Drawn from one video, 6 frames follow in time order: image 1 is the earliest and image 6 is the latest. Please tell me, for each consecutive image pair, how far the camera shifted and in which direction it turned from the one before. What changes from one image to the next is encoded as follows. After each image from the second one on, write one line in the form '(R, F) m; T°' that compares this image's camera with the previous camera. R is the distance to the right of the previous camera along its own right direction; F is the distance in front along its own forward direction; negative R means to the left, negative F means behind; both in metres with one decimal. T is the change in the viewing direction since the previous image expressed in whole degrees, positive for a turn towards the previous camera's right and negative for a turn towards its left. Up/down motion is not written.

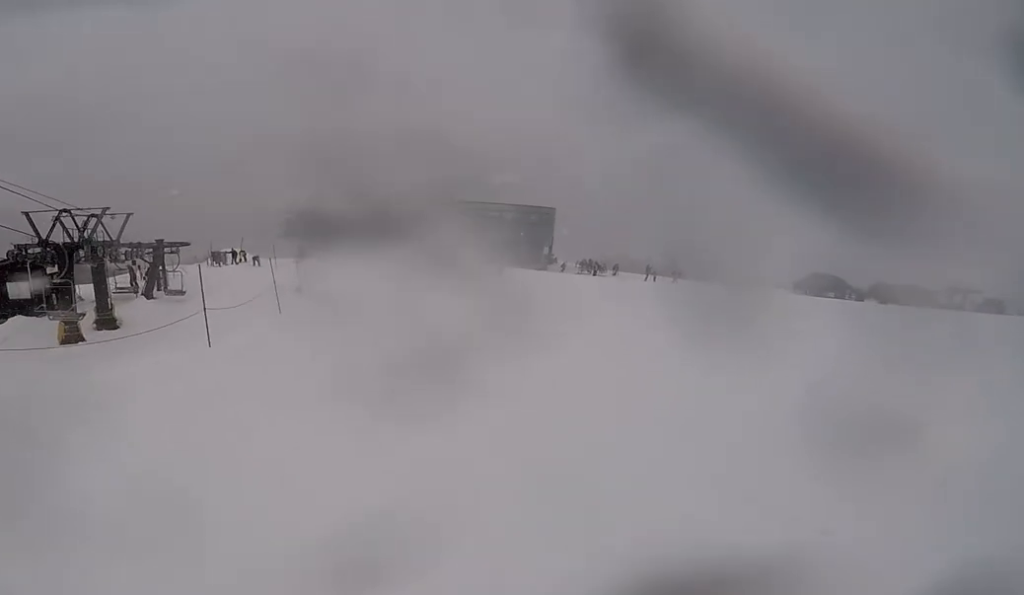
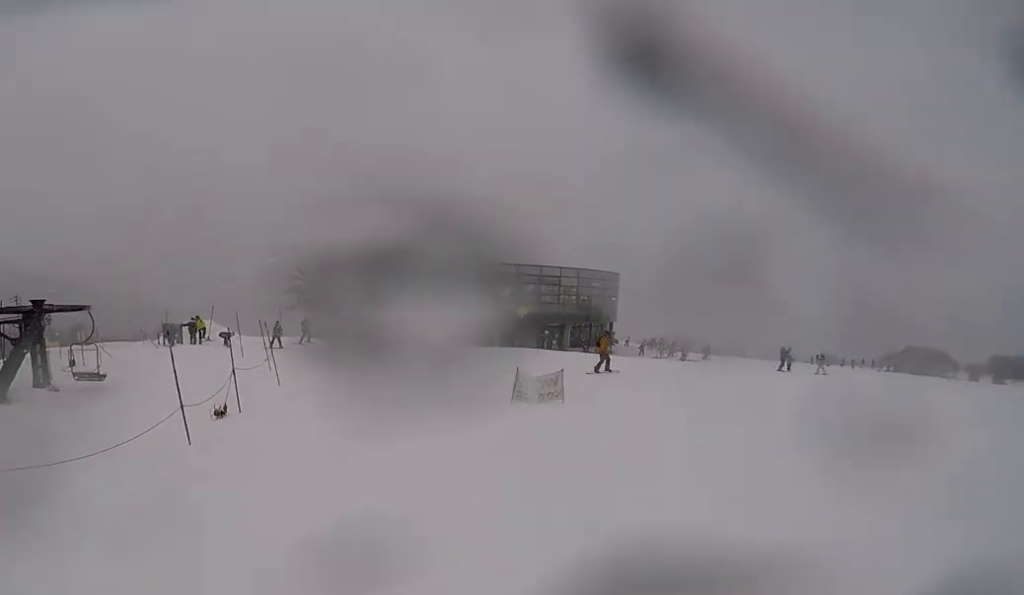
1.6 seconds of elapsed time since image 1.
(-0.9, +13.0) m; -3°
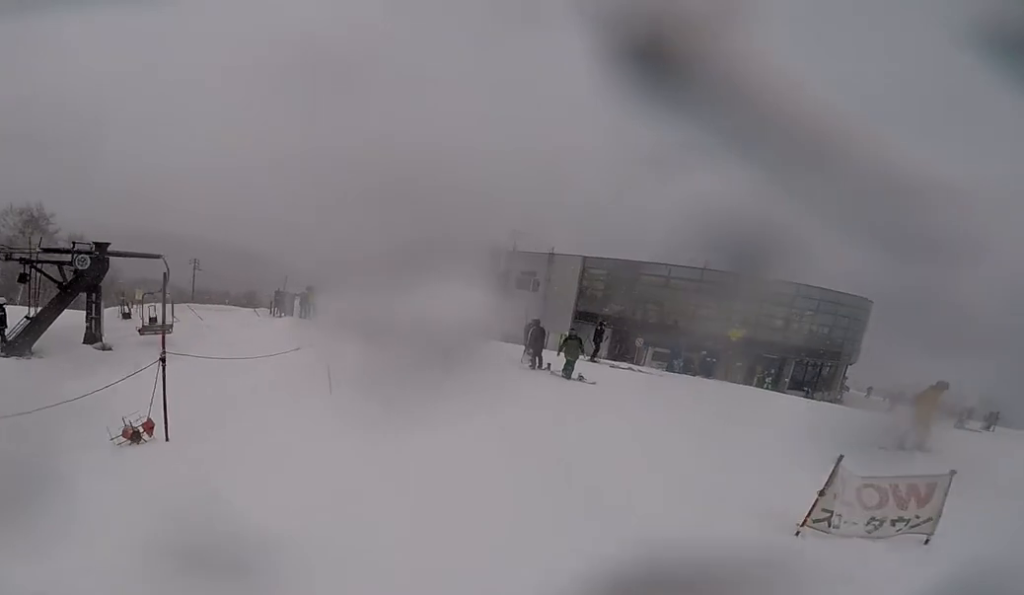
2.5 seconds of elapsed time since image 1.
(+0.4, +6.3) m; -5°
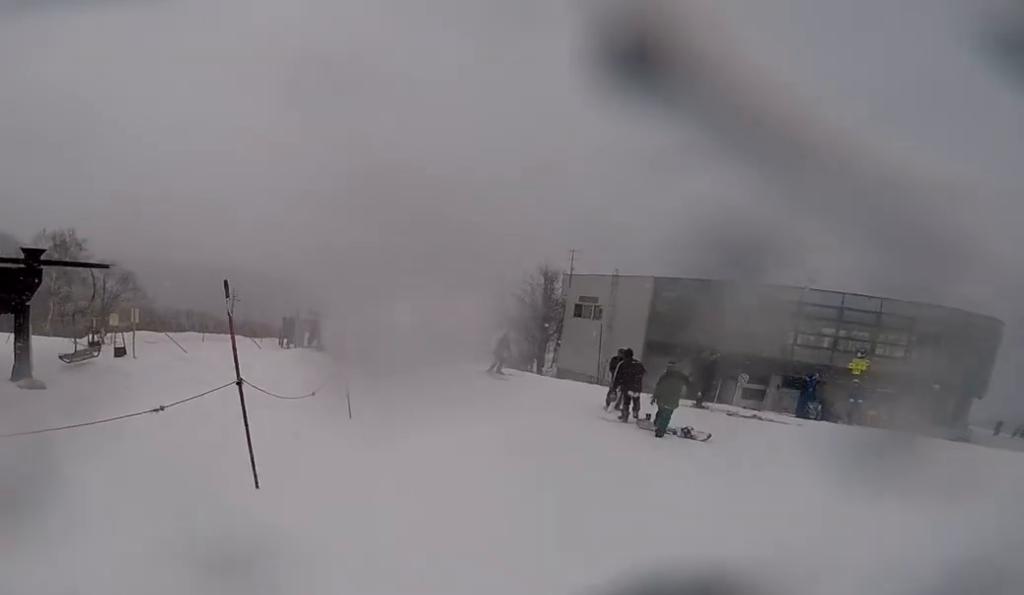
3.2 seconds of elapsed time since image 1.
(-0.2, +4.4) m; -9°
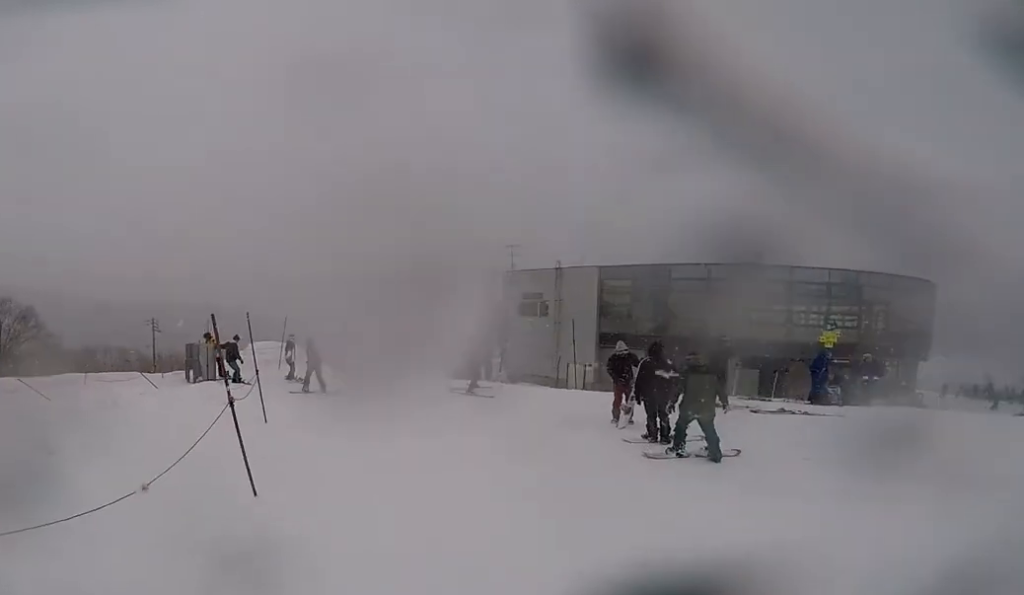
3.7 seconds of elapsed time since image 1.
(-0.6, +3.2) m; -8°
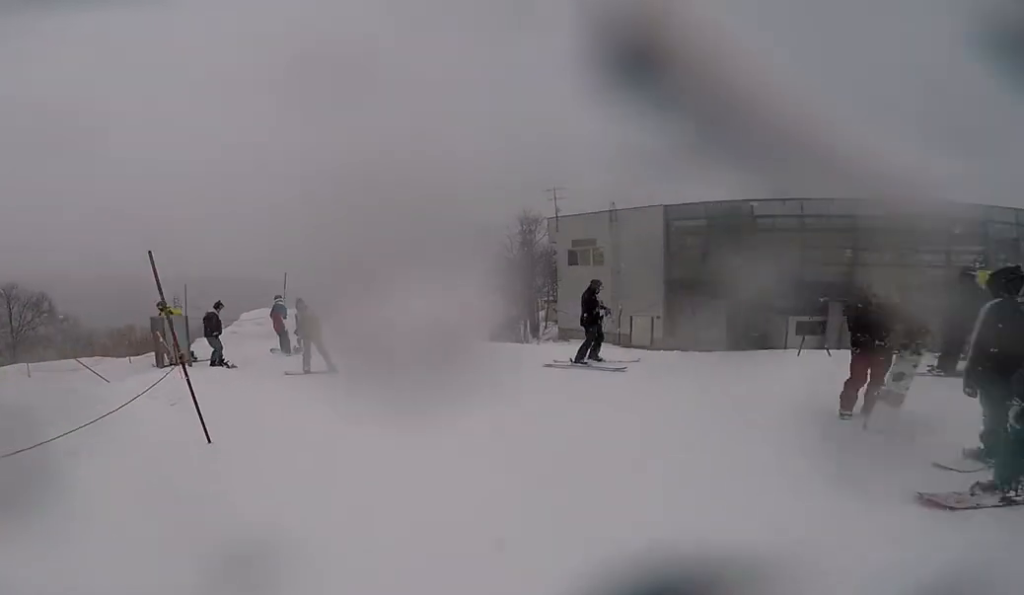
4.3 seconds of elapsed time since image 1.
(-0.1, +3.8) m; +1°
